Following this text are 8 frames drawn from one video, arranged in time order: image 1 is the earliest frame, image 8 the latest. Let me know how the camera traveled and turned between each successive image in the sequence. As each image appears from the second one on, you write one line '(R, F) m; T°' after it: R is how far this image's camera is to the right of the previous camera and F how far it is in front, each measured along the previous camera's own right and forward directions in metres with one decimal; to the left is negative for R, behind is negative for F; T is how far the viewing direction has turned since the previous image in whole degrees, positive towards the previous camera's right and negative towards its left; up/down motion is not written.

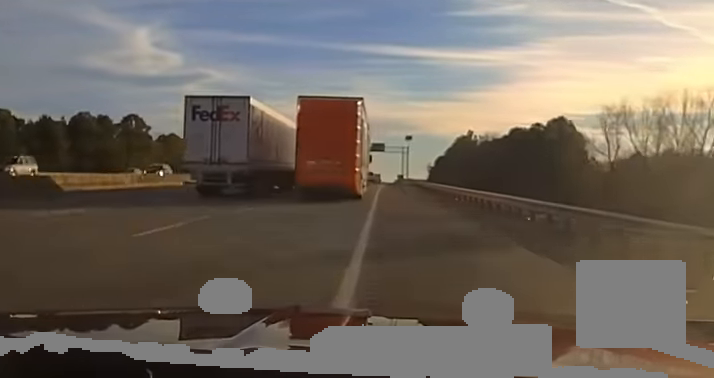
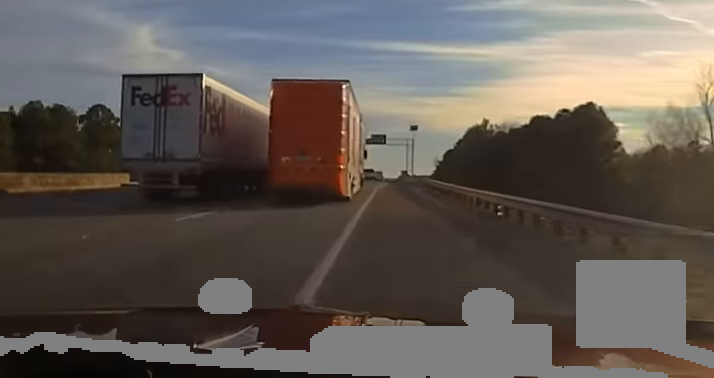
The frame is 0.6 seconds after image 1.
(-0.1, +20.9) m; 0°
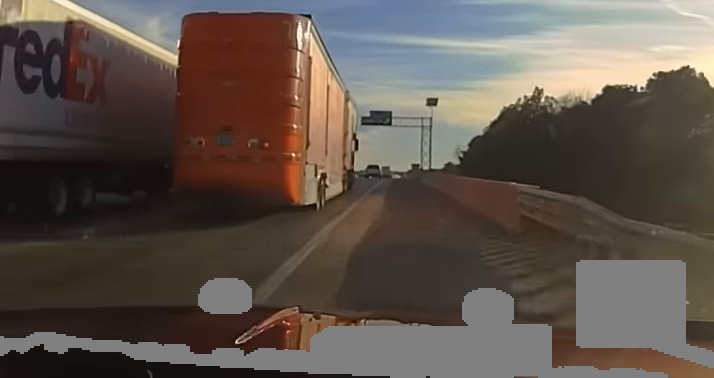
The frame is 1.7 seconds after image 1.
(-0.1, +45.0) m; -1°
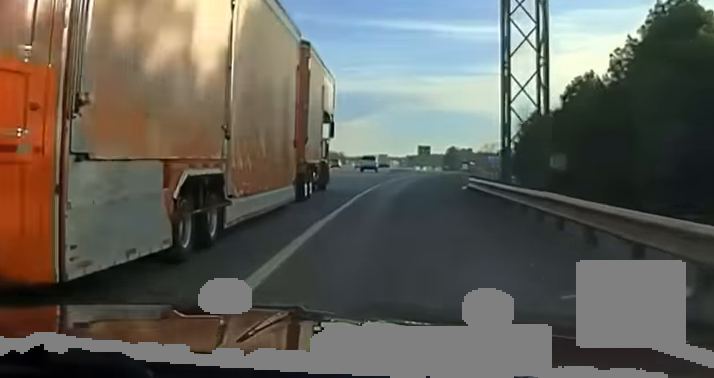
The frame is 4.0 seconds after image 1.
(-0.4, +79.6) m; +1°
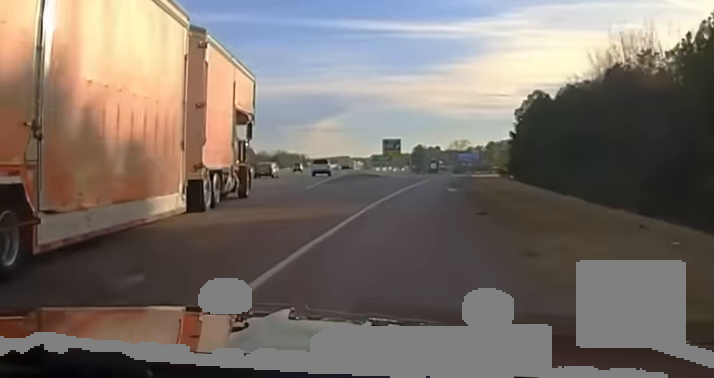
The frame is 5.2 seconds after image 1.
(+0.7, +33.4) m; +3°
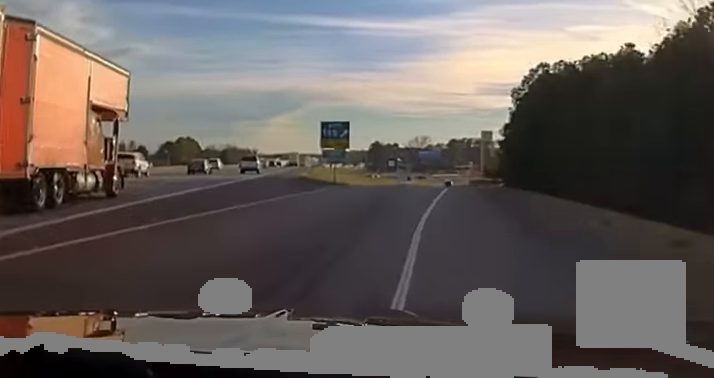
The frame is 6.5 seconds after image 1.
(+1.0, +29.9) m; +3°
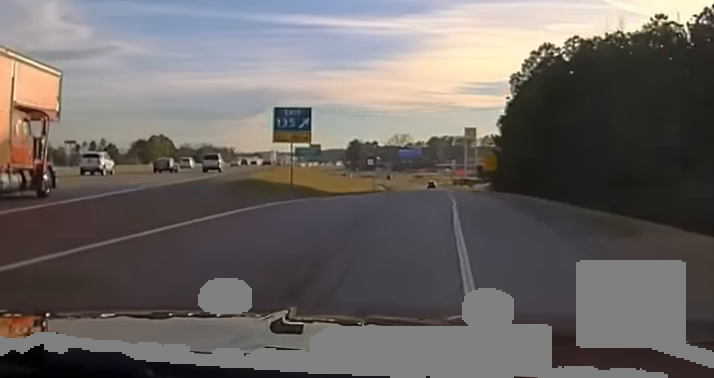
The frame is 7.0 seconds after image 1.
(+0.1, +12.7) m; +1°
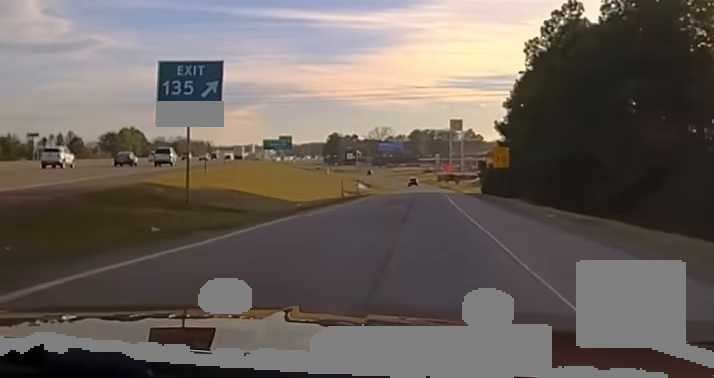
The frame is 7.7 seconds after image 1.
(+0.1, +17.0) m; +1°
